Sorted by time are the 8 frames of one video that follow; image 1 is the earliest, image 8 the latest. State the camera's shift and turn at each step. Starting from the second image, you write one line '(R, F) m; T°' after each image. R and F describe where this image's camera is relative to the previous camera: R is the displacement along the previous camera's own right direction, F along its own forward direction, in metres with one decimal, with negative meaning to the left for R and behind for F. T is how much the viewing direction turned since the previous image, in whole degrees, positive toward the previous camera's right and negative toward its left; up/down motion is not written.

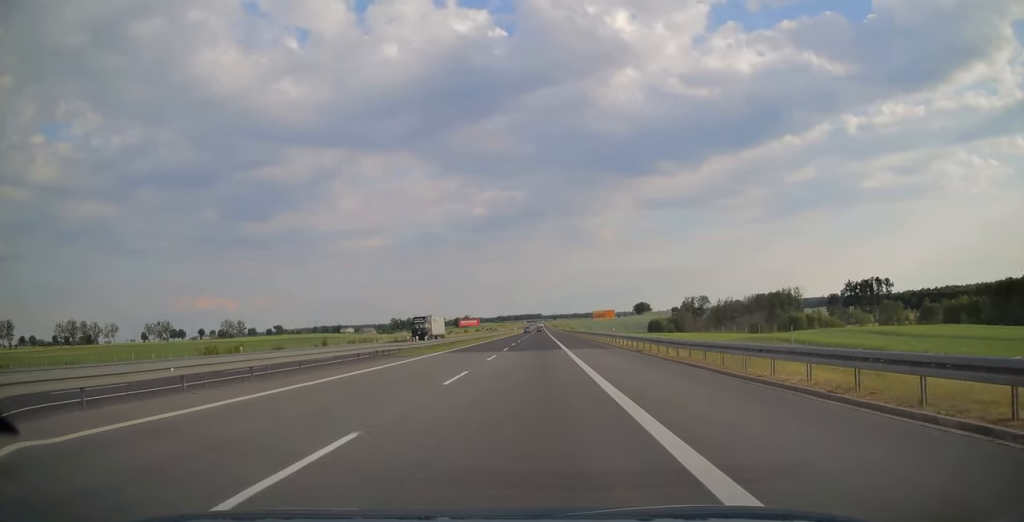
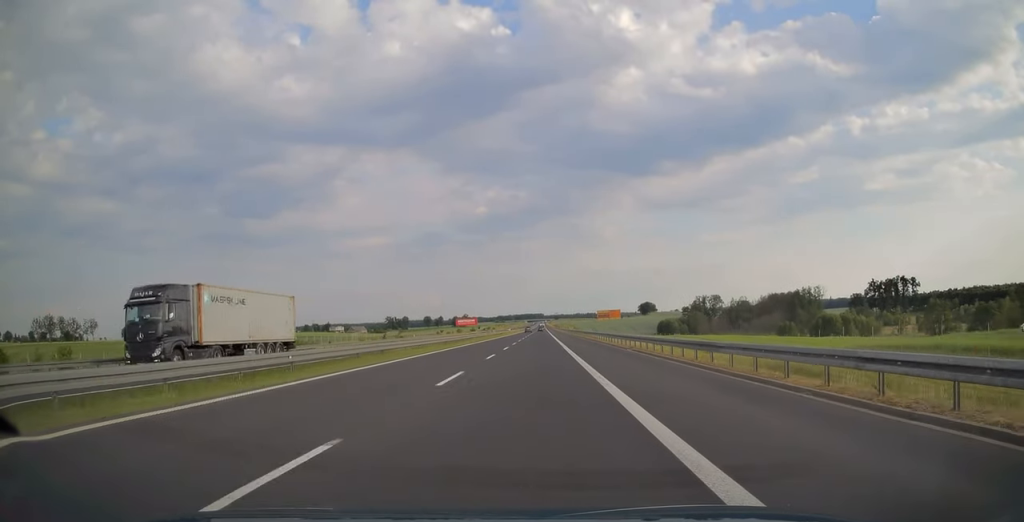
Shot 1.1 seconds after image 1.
(0.0, +36.8) m; 0°
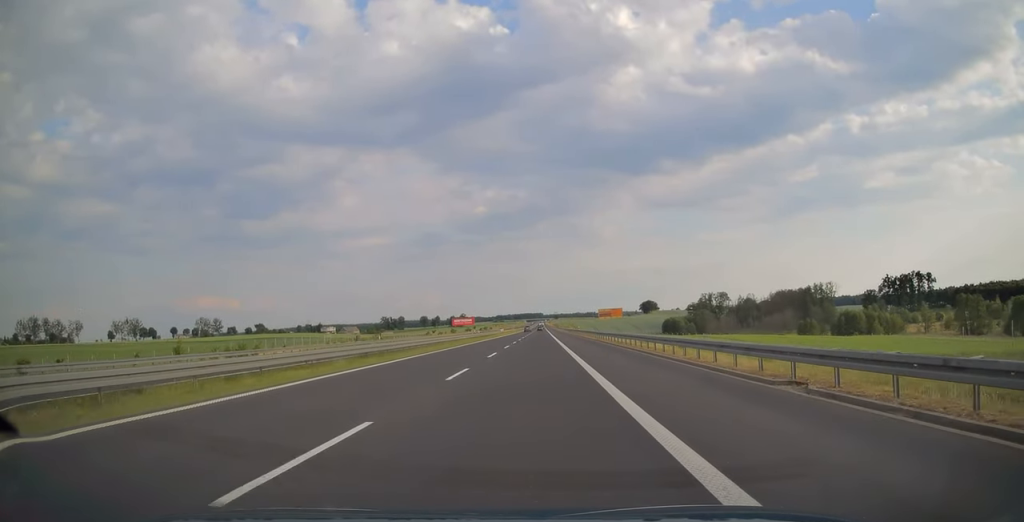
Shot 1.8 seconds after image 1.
(0.0, +22.5) m; 0°
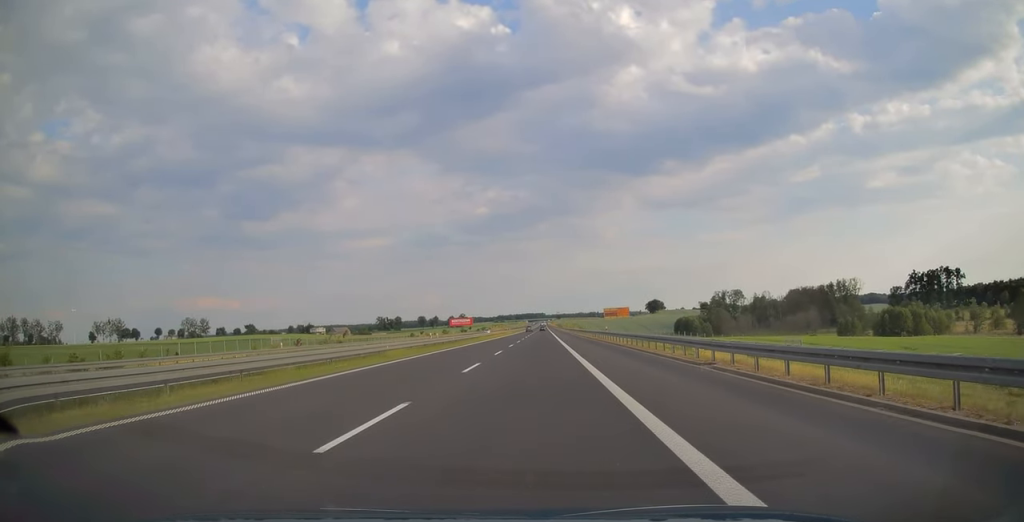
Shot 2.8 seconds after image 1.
(0.0, +33.4) m; 0°
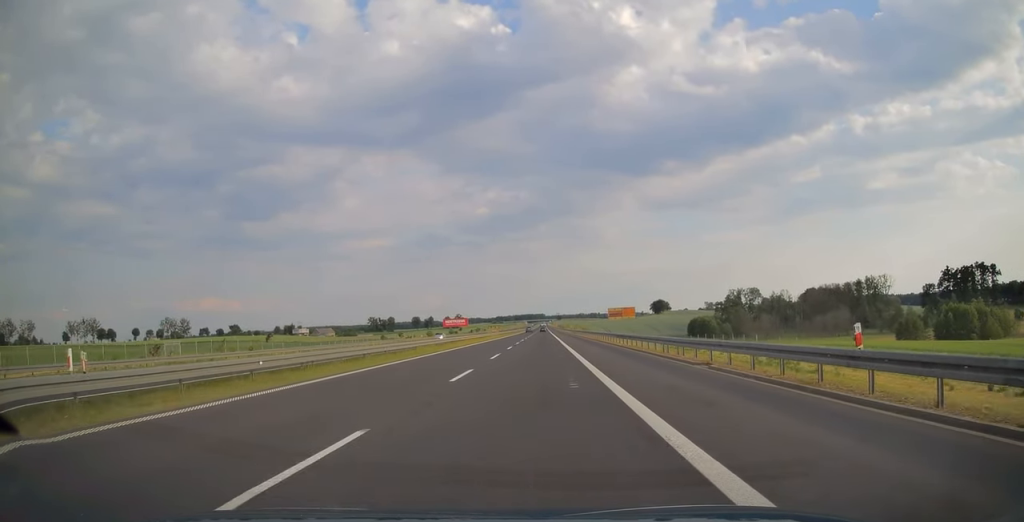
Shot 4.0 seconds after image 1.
(+0.1, +39.5) m; 0°
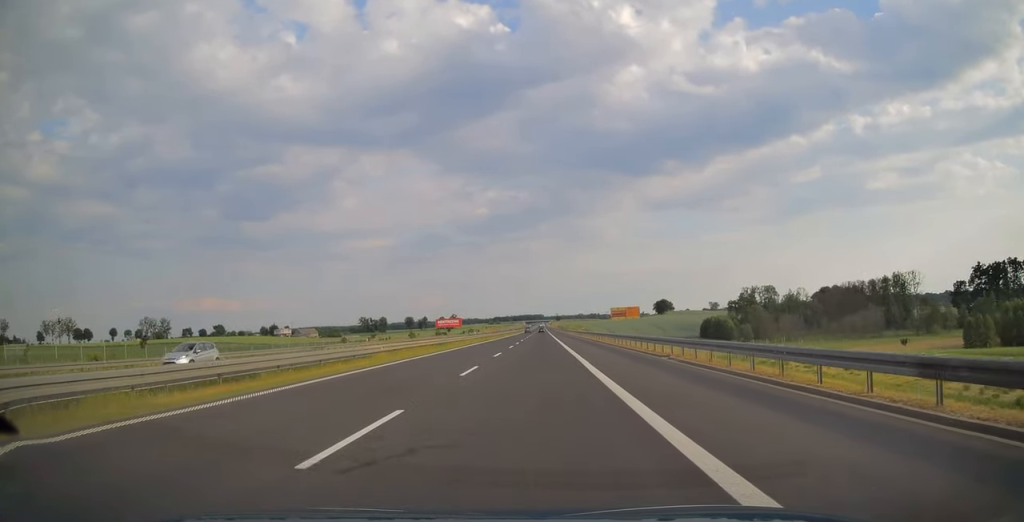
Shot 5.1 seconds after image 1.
(-0.1, +33.9) m; 0°
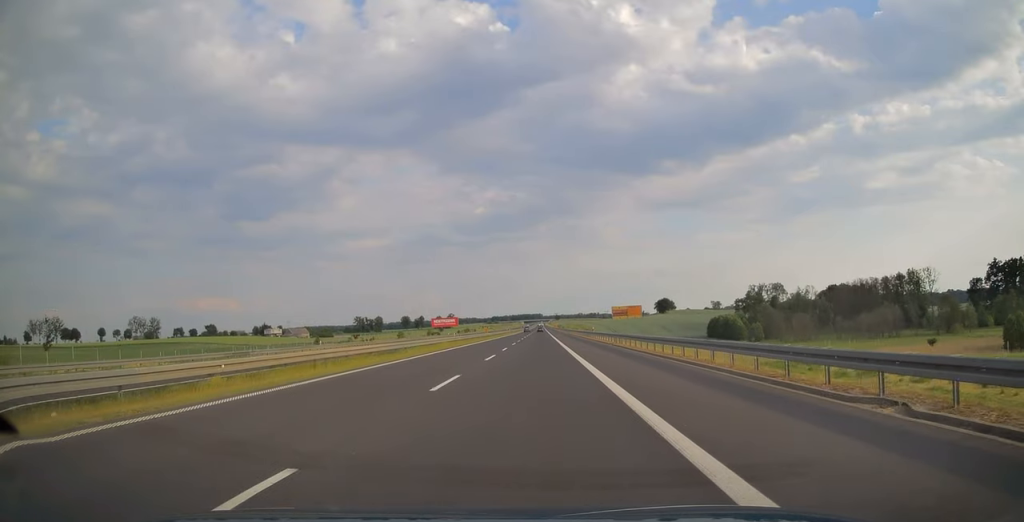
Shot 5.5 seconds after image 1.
(-0.1, +16.4) m; 0°
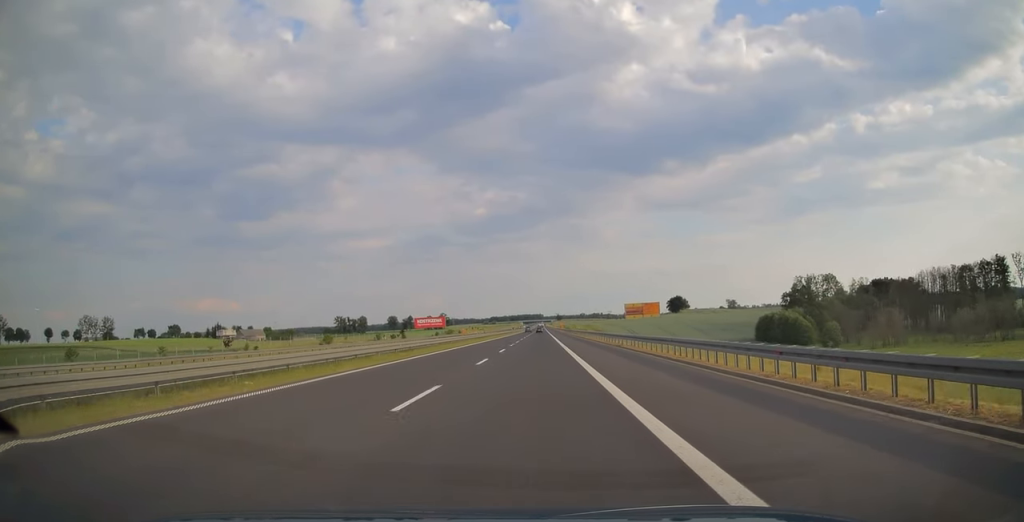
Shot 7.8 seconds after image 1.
(+0.1, +74.4) m; 0°
